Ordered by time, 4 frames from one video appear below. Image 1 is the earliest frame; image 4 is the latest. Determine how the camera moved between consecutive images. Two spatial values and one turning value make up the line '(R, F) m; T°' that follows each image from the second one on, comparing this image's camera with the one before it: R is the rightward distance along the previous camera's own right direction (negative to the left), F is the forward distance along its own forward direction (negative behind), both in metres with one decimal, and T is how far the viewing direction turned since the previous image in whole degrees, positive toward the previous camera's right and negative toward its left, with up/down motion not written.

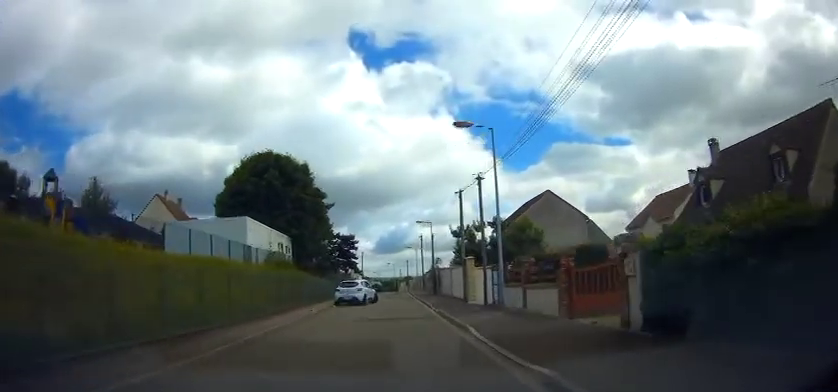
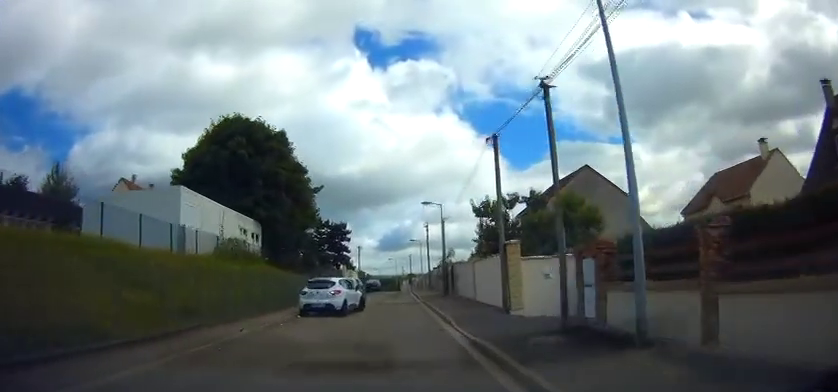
(-0.1, +13.6) m; 0°
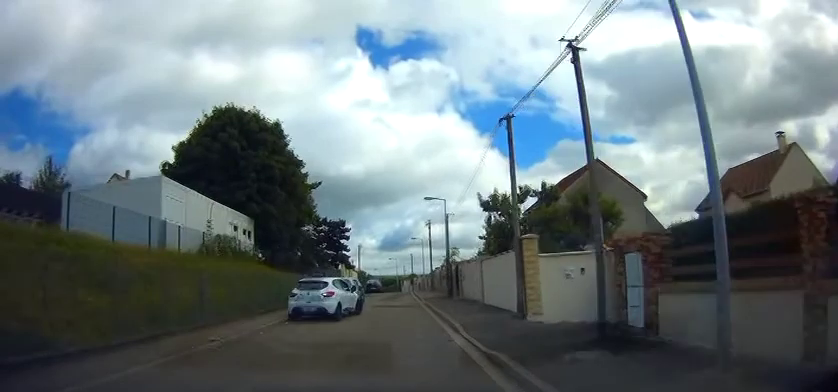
(0.0, +1.7) m; 0°
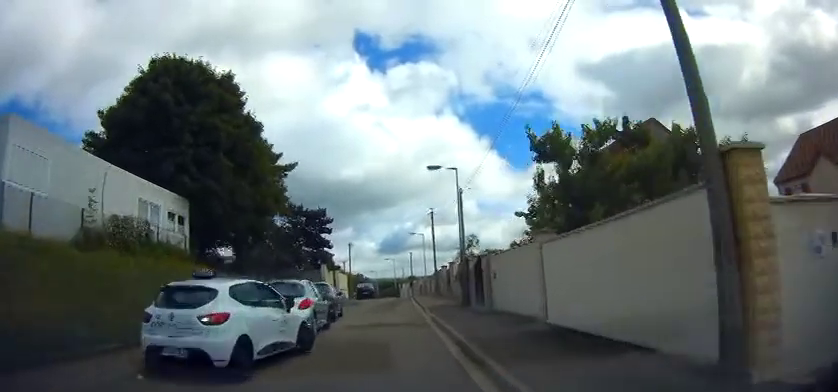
(0.0, +8.2) m; -1°
